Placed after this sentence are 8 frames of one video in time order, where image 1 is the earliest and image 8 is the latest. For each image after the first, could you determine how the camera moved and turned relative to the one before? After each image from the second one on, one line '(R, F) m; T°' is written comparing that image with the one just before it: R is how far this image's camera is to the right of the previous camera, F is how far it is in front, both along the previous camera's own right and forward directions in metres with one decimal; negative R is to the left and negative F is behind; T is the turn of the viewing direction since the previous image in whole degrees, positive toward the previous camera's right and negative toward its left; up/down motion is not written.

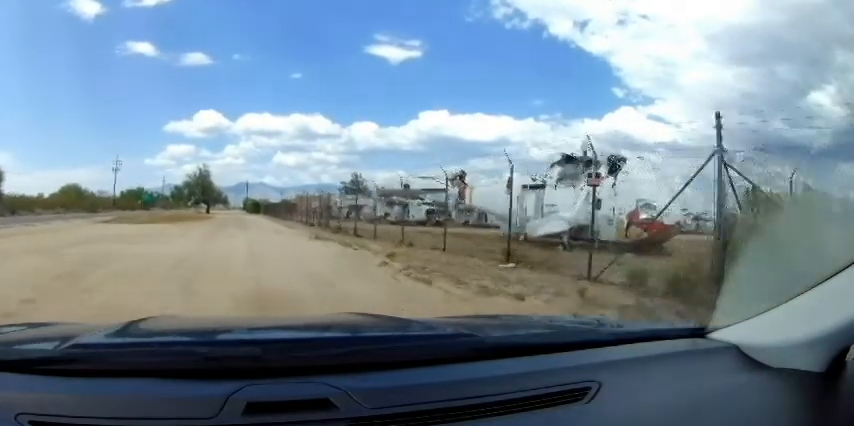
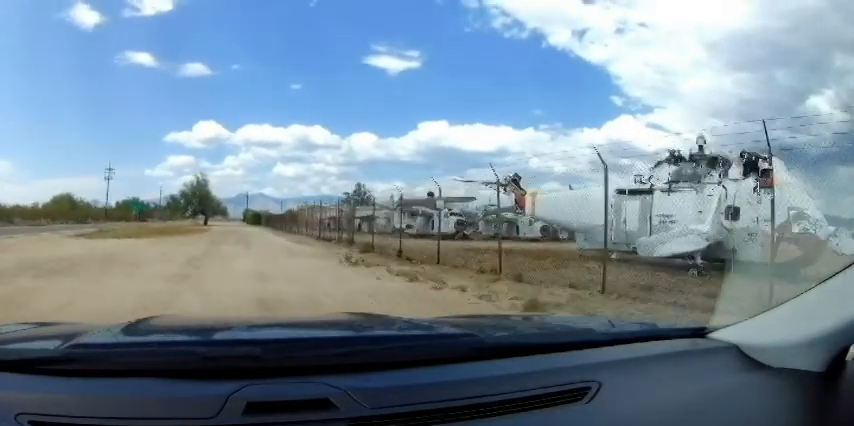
(0.0, +3.7) m; 0°
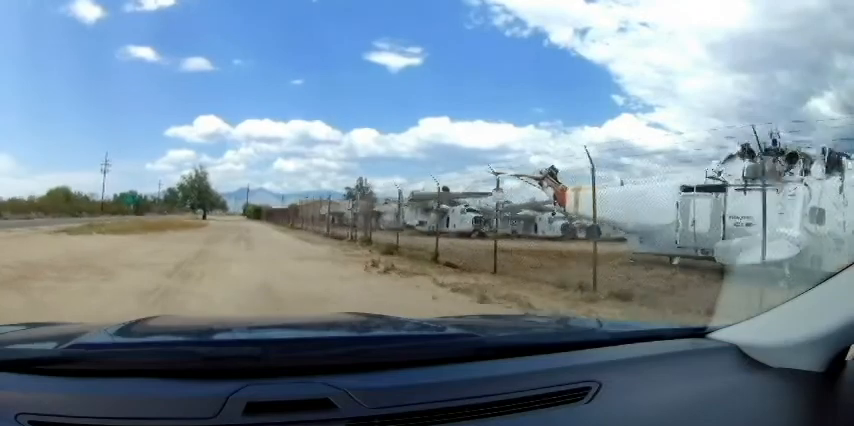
(0.0, +1.8) m; 0°
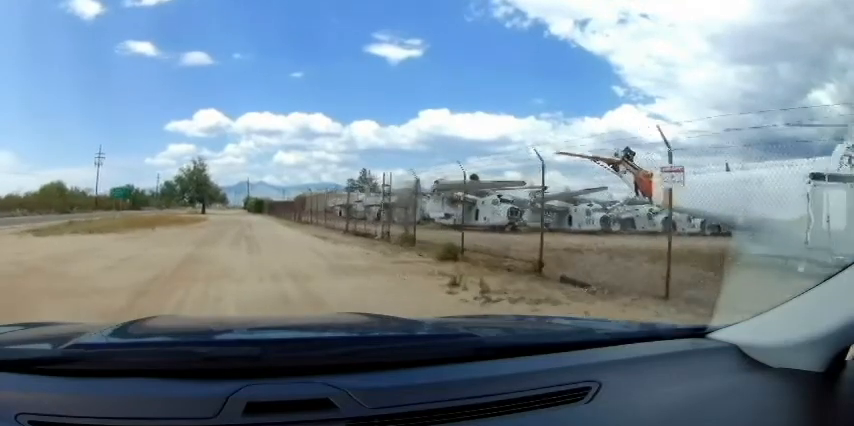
(0.0, +2.9) m; 0°
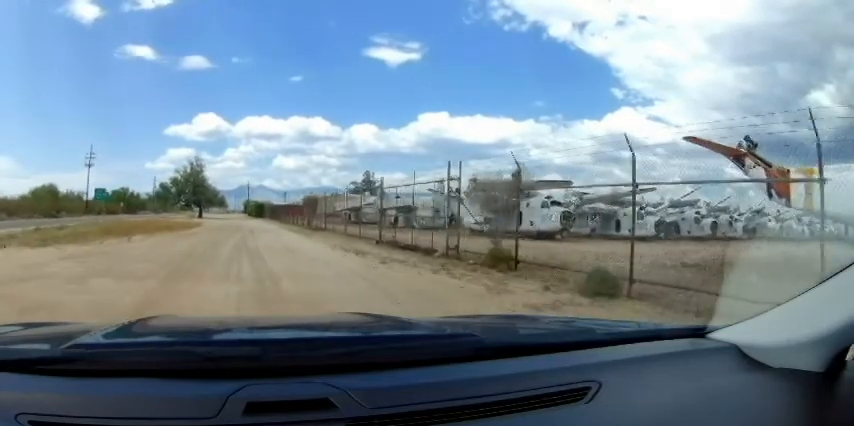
(0.0, +3.3) m; 0°
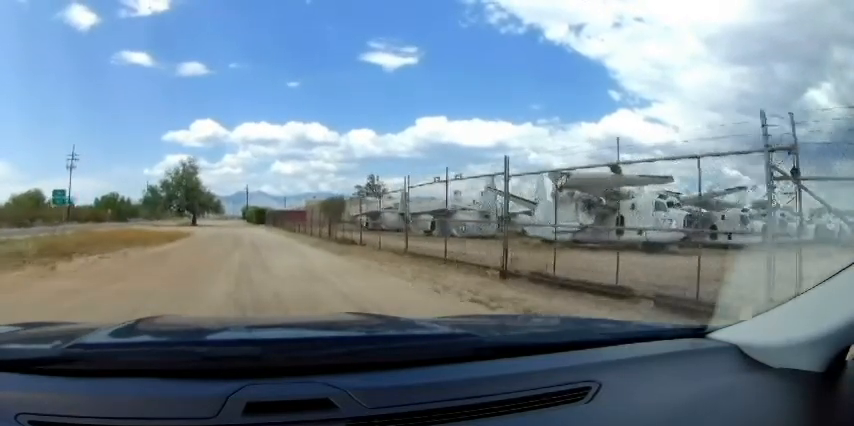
(+0.1, +5.1) m; +2°
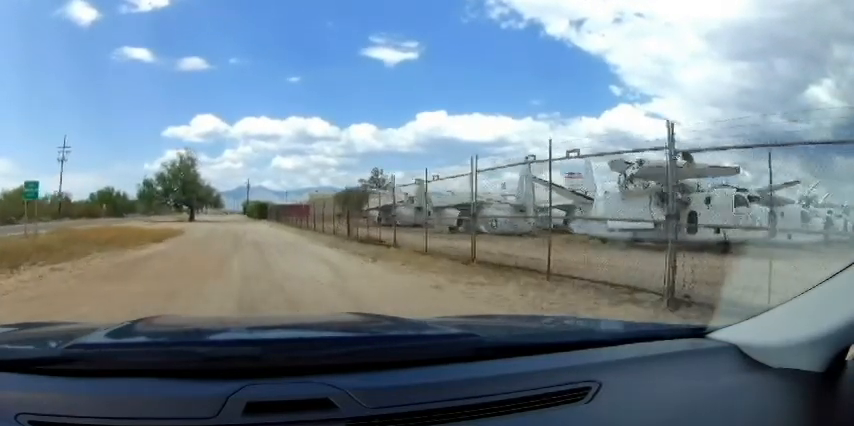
(+0.1, +2.6) m; 0°
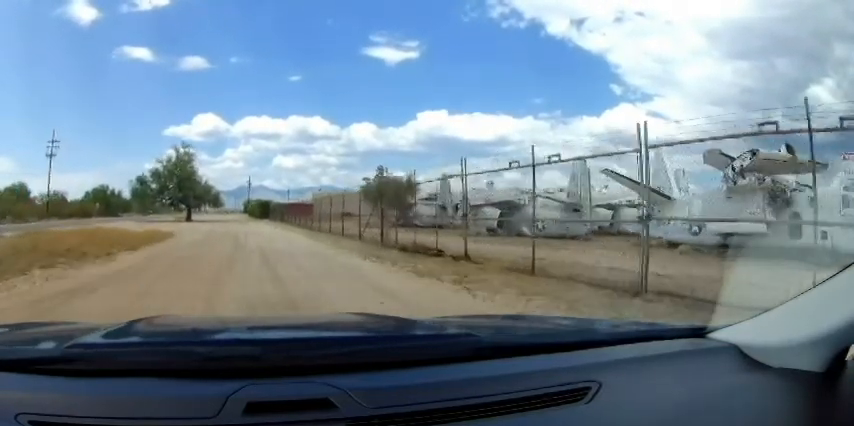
(-0.1, +3.1) m; -2°
